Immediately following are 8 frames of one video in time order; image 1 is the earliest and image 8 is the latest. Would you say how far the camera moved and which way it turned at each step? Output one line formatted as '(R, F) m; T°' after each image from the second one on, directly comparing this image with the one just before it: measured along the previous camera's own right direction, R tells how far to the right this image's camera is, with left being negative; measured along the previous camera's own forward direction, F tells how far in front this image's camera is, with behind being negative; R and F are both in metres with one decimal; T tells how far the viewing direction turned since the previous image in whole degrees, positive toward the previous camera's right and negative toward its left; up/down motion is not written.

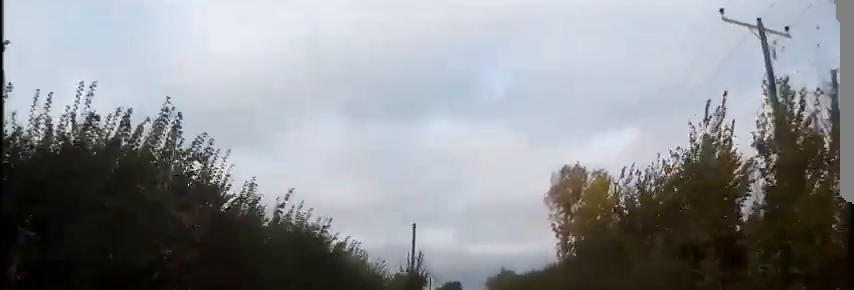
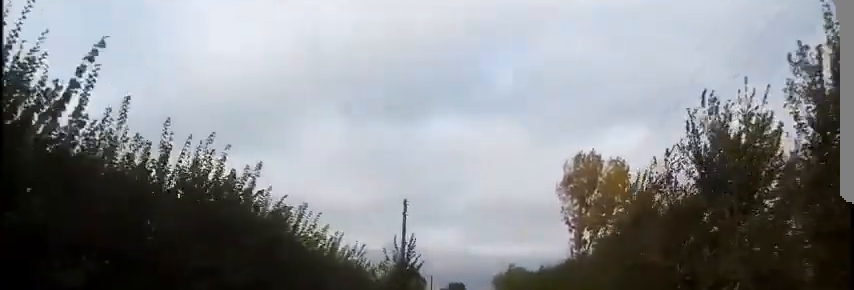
(0.0, +7.2) m; 0°
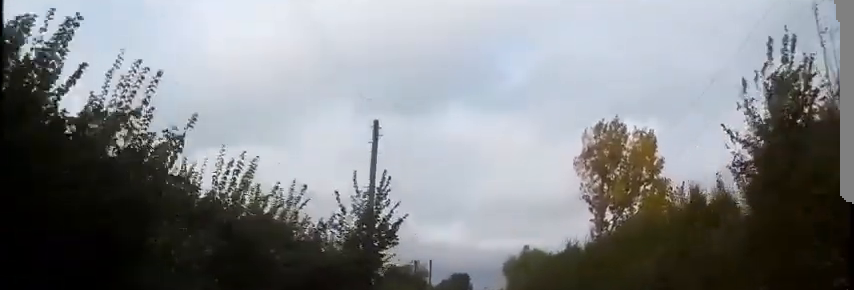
(0.0, +9.6) m; 0°
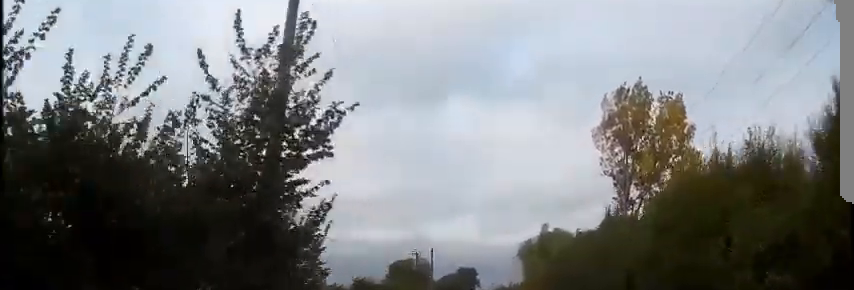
(0.0, +8.2) m; 0°
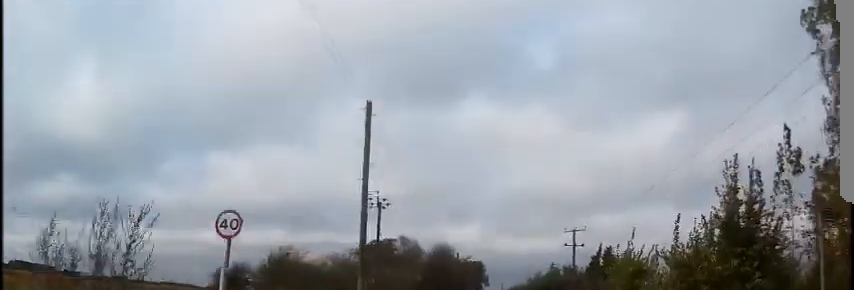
(-0.4, +37.0) m; -1°
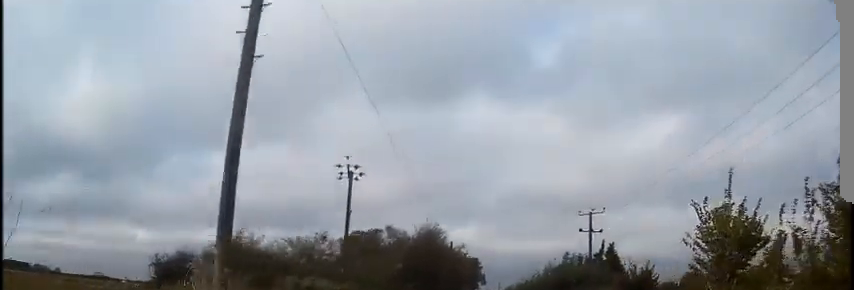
(0.0, +8.8) m; 0°
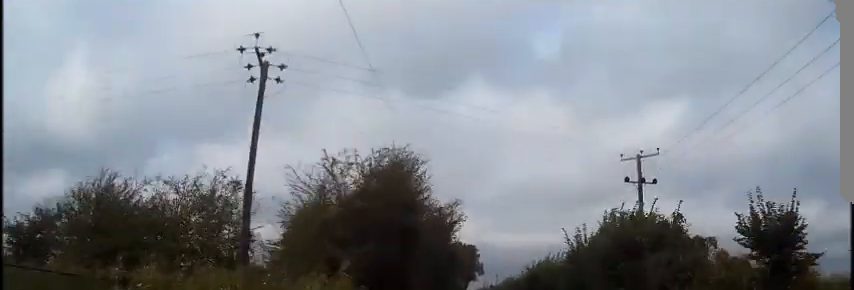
(0.0, +13.7) m; 0°
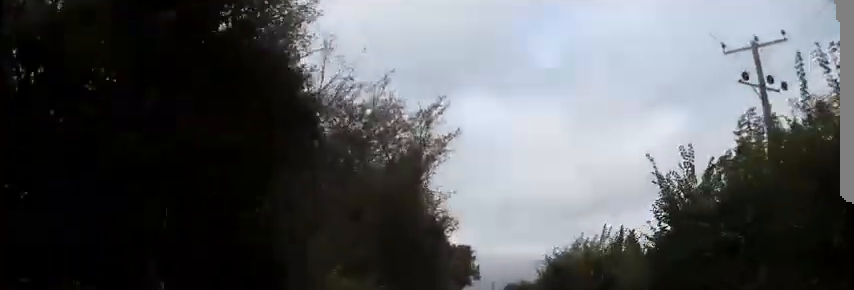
(+0.1, +14.2) m; +1°
